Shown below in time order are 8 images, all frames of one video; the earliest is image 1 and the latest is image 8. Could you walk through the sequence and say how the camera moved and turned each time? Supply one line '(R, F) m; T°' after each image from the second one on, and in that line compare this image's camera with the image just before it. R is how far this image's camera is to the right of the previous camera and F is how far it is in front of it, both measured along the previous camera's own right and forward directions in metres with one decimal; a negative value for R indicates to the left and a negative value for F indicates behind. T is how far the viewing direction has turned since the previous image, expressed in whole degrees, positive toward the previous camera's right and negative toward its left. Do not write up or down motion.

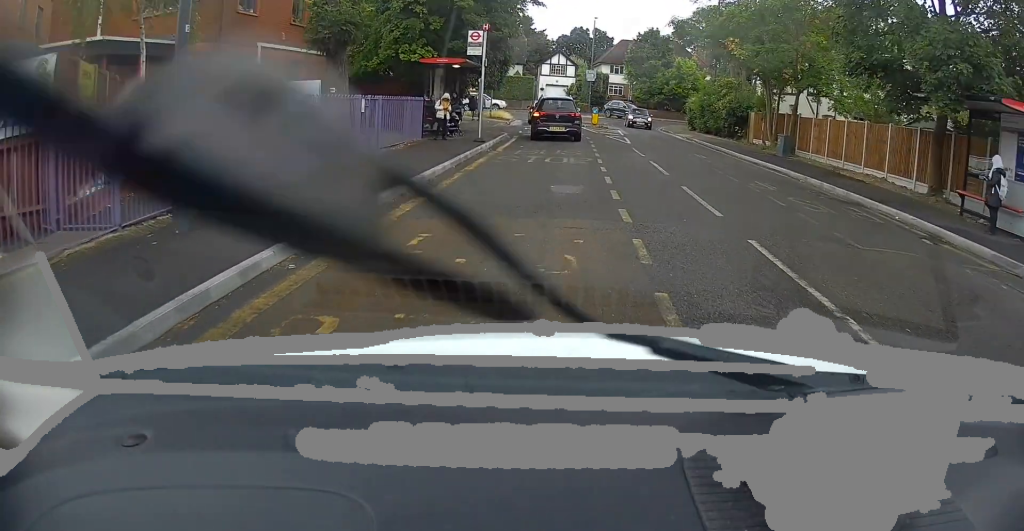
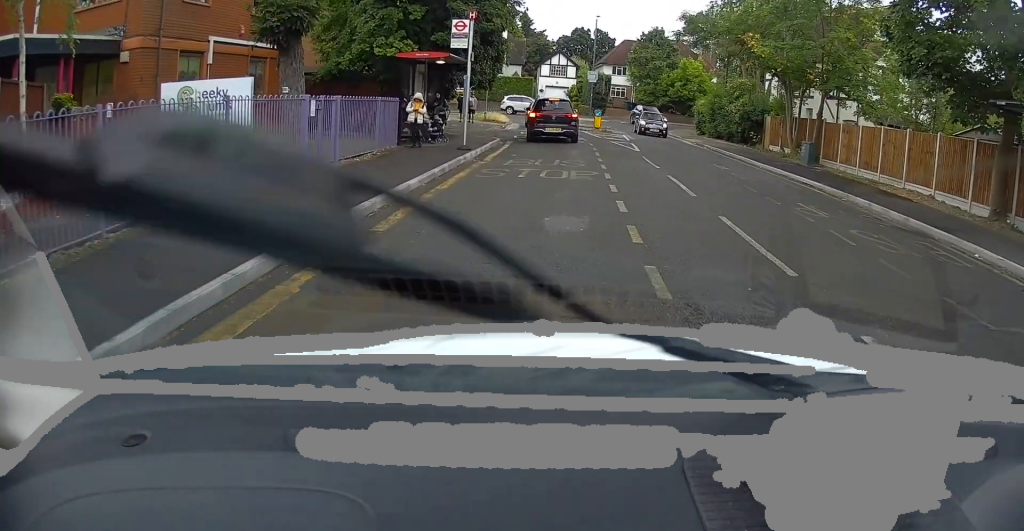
(0.0, +3.0) m; +1°
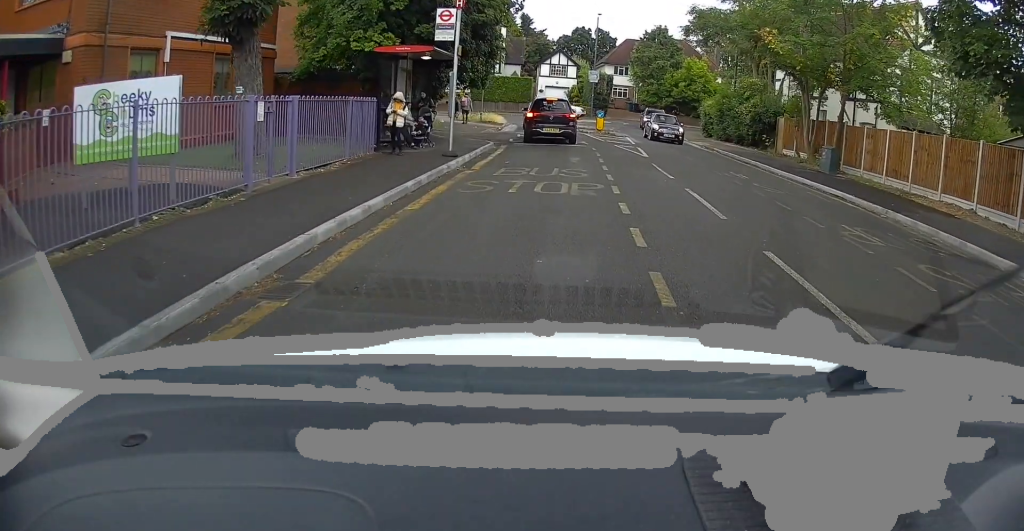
(0.0, +2.3) m; +1°
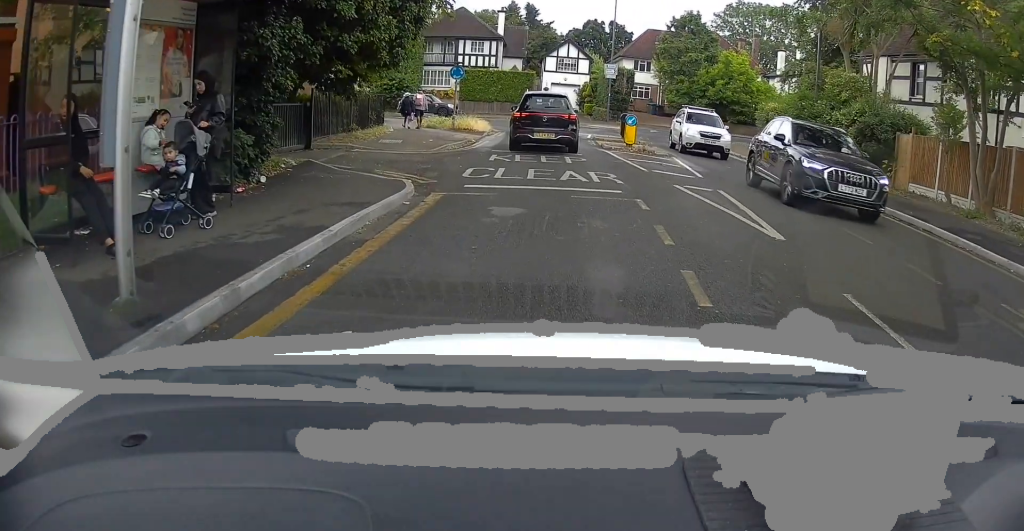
(-0.1, +12.6) m; -1°
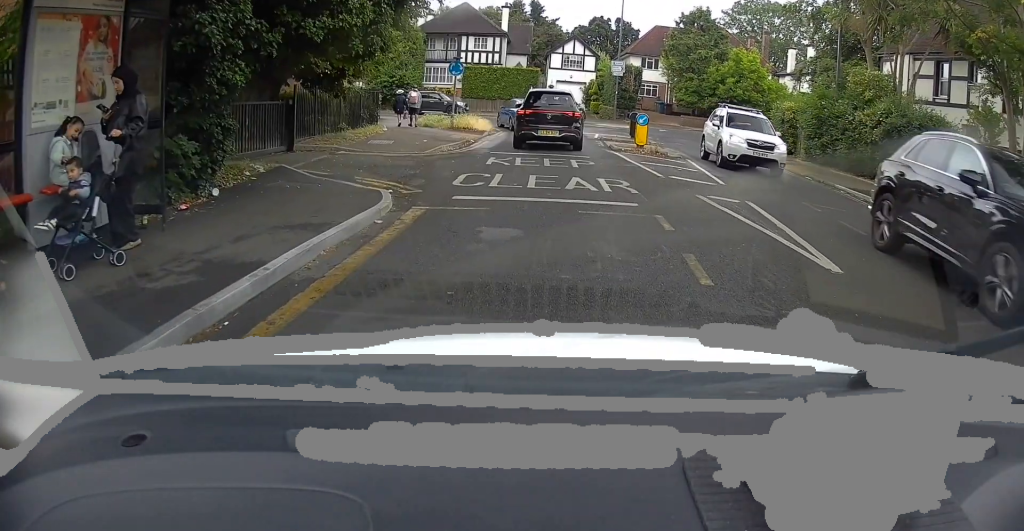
(-0.1, +1.6) m; -3°
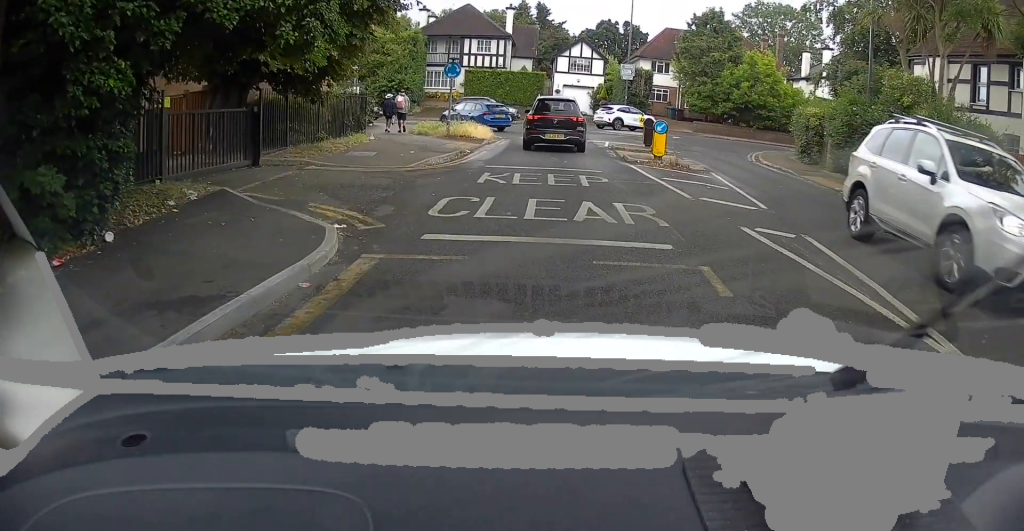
(0.0, +2.2) m; -2°
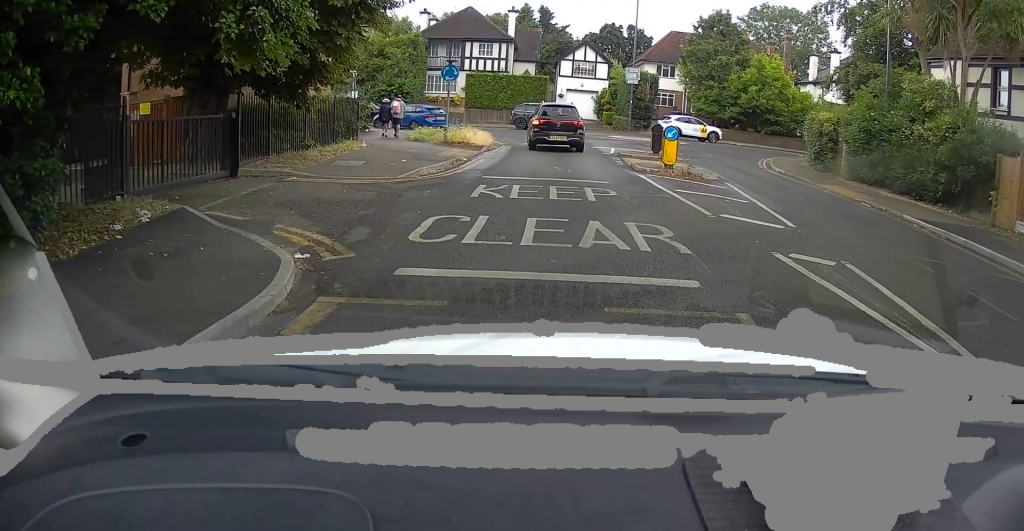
(-0.1, +1.3) m; +4°
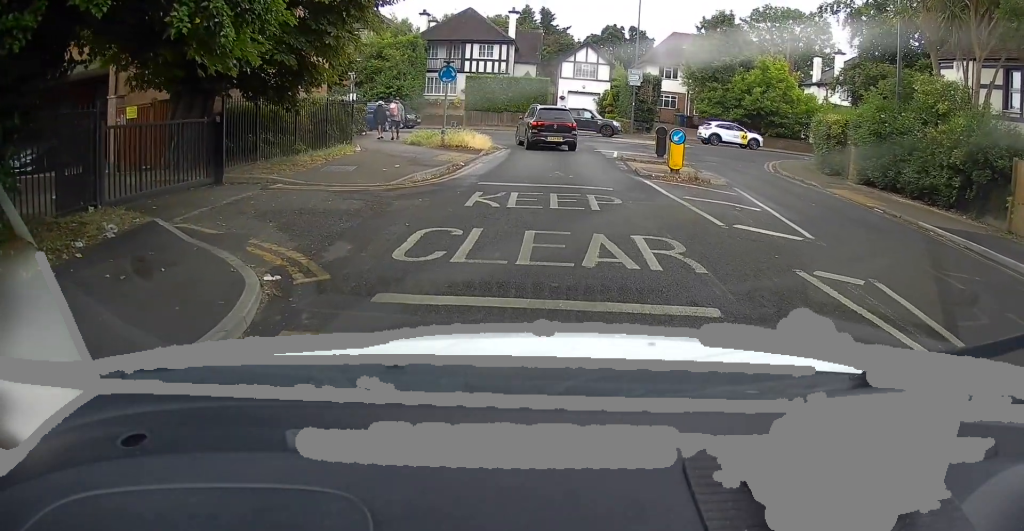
(0.0, +0.9) m; +2°
